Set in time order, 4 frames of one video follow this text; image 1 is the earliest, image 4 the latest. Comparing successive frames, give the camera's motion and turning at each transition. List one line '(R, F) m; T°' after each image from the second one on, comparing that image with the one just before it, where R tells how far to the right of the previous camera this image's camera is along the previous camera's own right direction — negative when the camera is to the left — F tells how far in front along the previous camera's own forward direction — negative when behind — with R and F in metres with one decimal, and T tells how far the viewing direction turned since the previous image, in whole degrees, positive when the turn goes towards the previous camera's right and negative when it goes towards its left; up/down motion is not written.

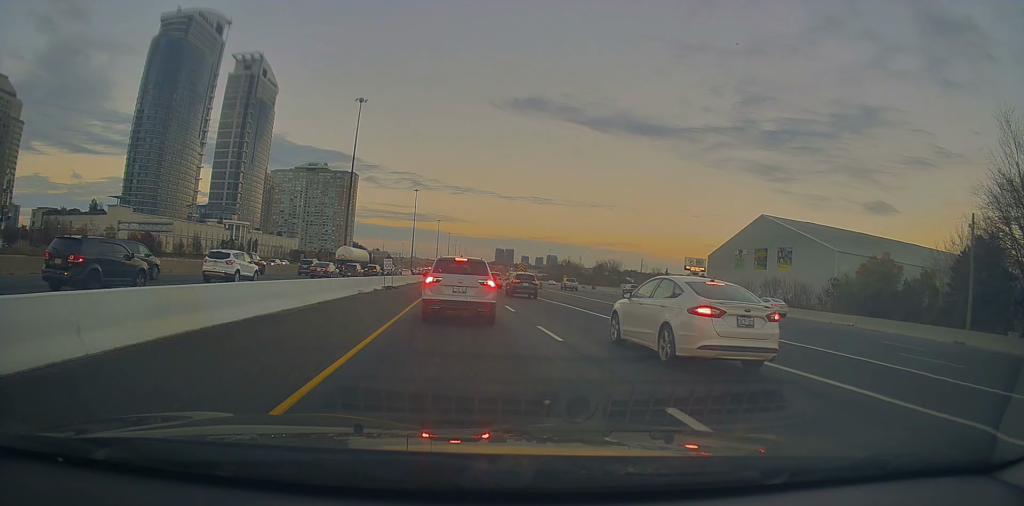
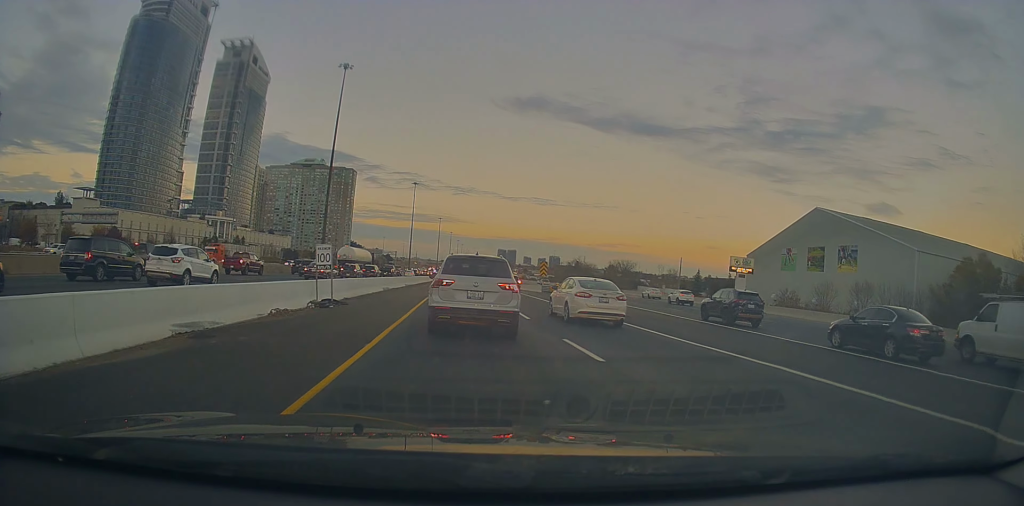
(+1.0, +20.8) m; +2°
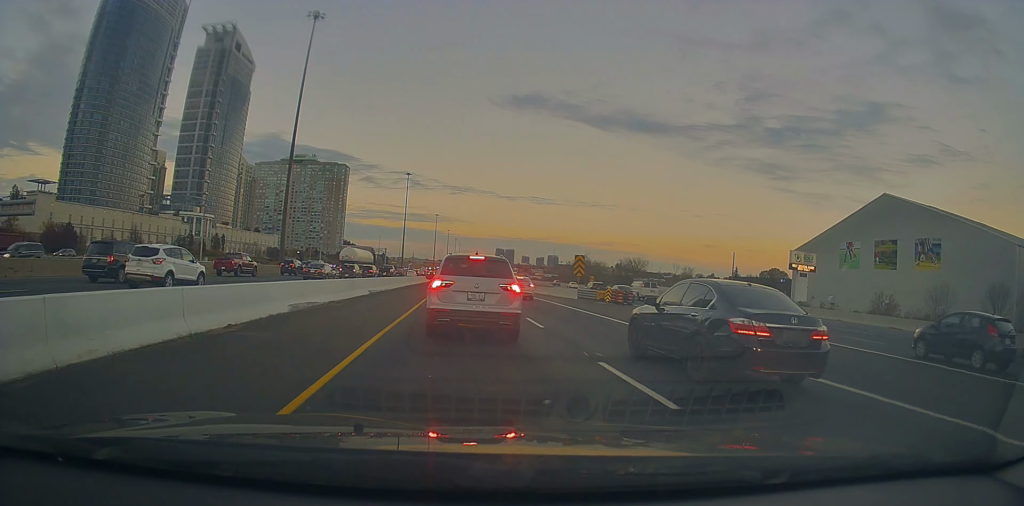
(-0.7, +21.4) m; -1°
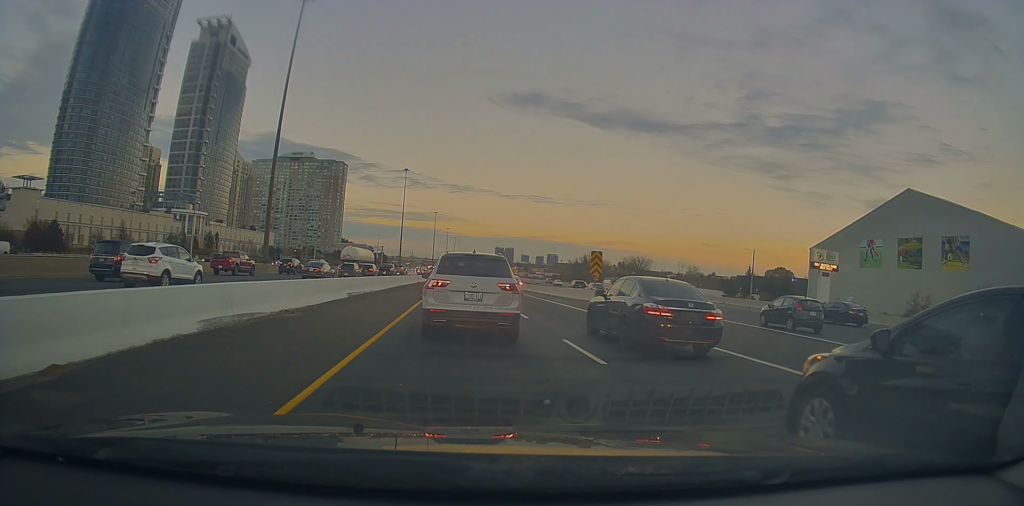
(+0.1, +6.0) m; +2°
